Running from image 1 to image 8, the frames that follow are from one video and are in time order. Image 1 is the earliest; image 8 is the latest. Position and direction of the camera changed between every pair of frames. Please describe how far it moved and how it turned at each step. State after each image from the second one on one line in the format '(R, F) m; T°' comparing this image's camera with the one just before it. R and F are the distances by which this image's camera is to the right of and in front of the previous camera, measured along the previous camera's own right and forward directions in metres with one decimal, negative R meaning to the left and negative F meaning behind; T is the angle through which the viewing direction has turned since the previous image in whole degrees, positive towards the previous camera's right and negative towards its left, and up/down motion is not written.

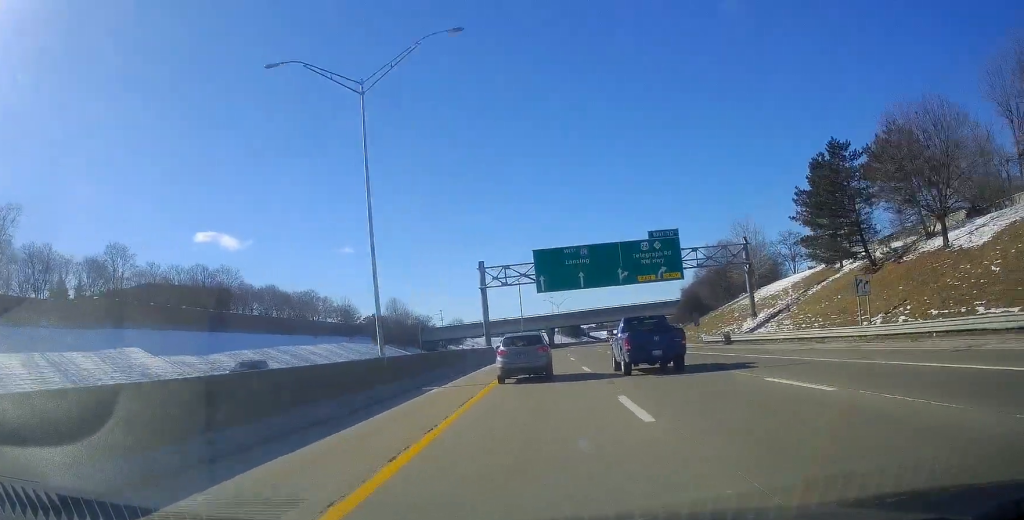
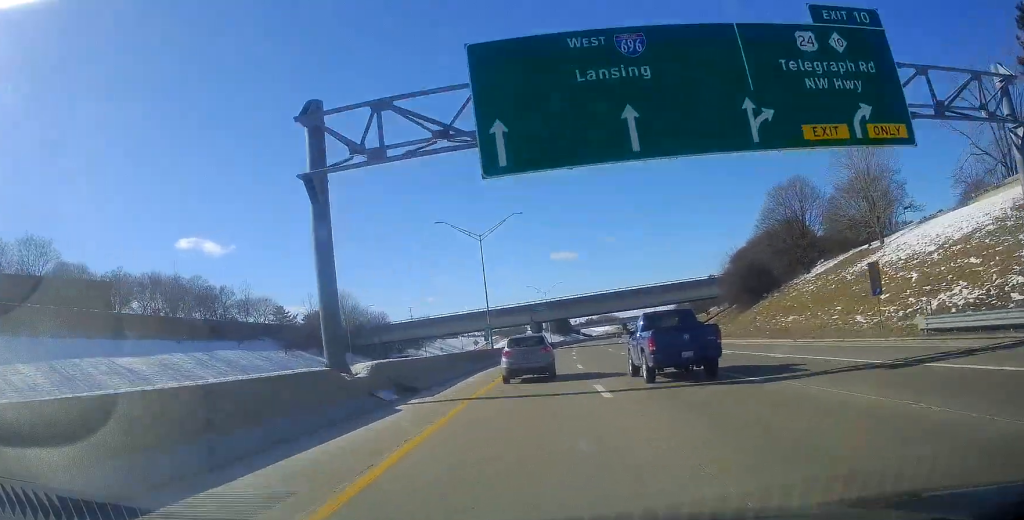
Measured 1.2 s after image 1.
(+0.7, +42.3) m; +1°
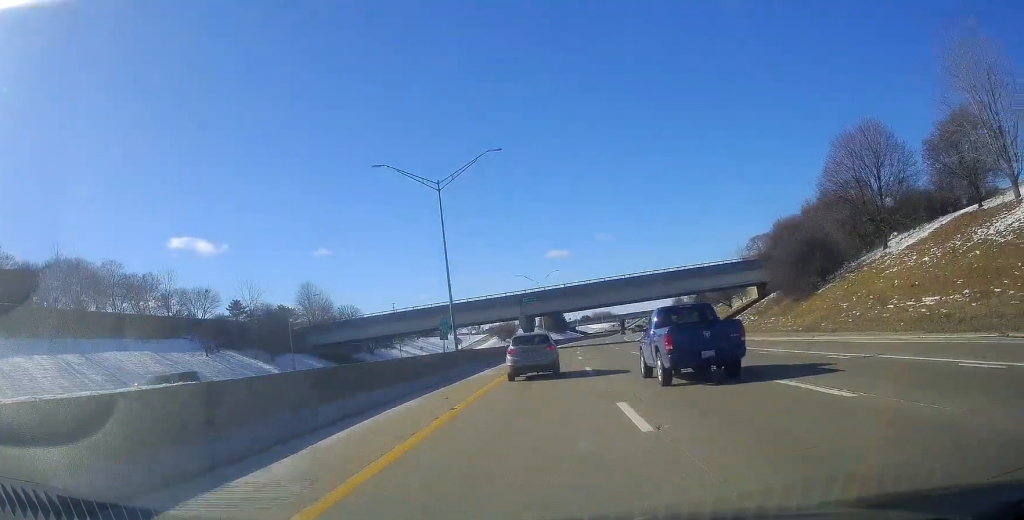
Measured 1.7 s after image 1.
(-0.1, +20.6) m; +1°
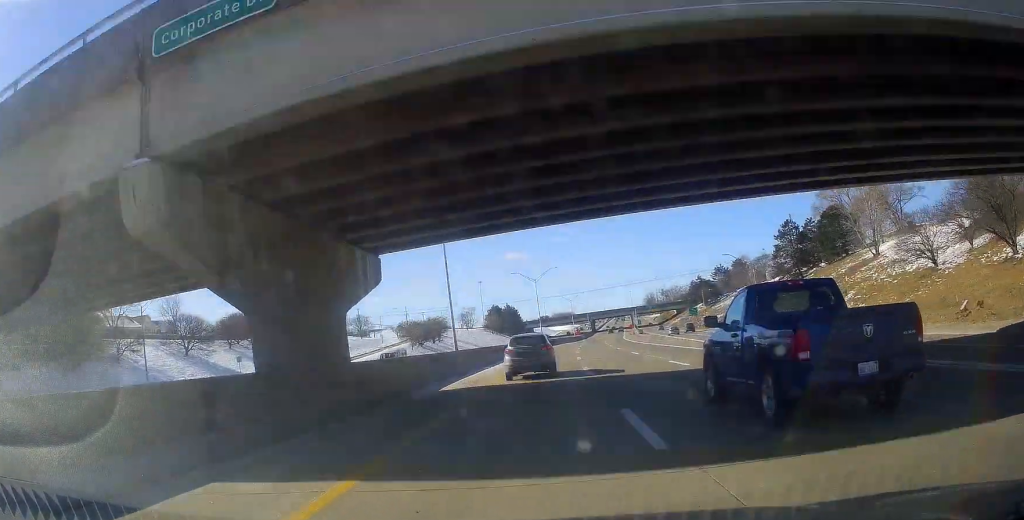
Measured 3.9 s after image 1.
(+2.6, +78.3) m; +3°
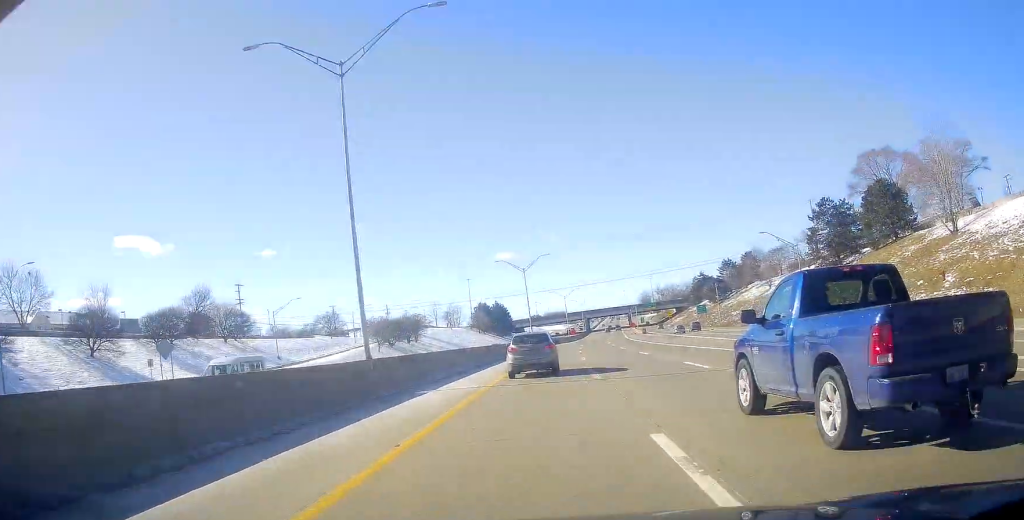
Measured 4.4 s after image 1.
(0.0, +18.6) m; +1°
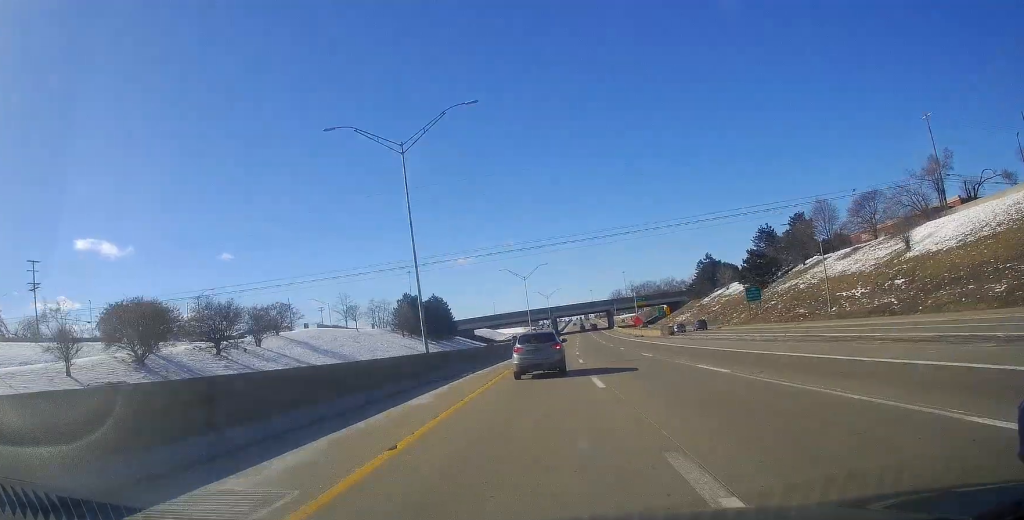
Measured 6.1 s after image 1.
(+2.6, +64.6) m; +4°
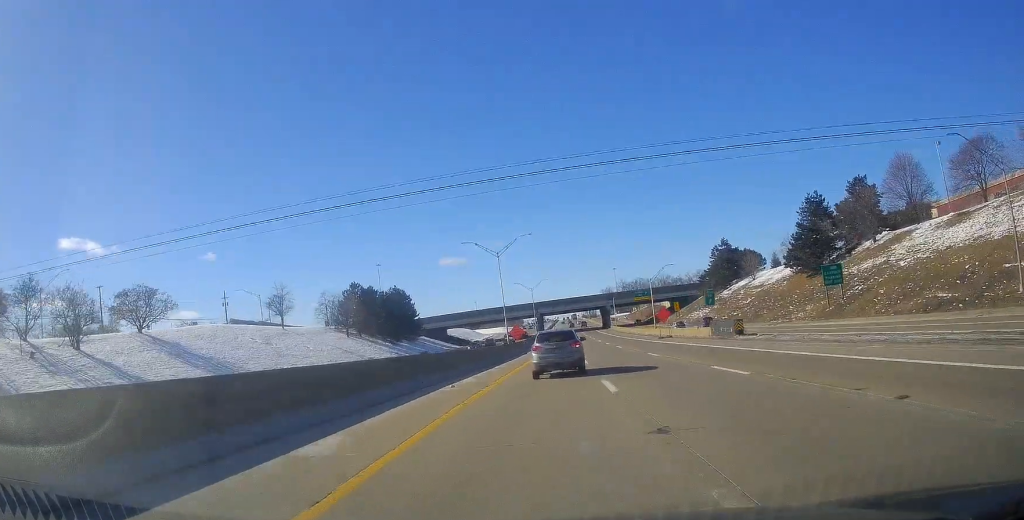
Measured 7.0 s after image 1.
(0.0, +32.1) m; +1°
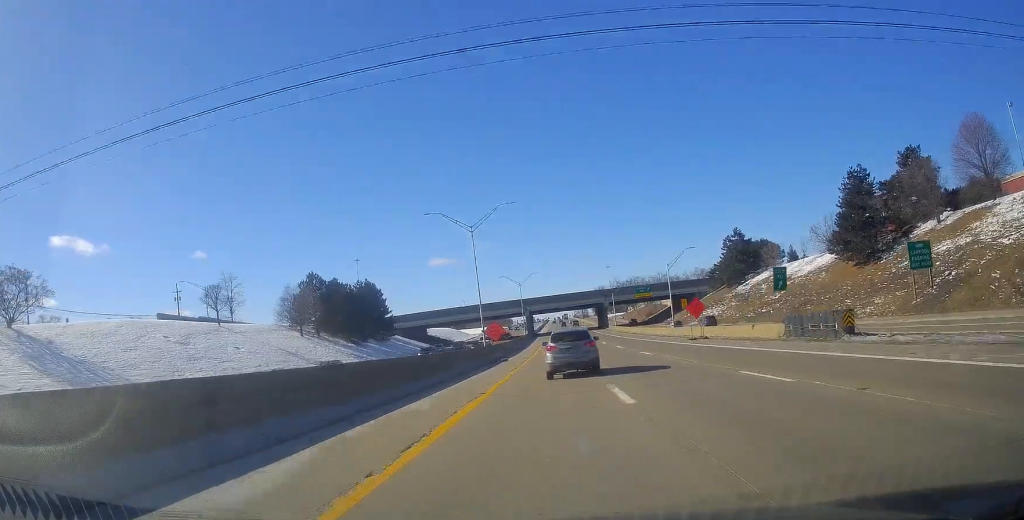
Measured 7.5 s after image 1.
(+0.3, +18.5) m; +1°
